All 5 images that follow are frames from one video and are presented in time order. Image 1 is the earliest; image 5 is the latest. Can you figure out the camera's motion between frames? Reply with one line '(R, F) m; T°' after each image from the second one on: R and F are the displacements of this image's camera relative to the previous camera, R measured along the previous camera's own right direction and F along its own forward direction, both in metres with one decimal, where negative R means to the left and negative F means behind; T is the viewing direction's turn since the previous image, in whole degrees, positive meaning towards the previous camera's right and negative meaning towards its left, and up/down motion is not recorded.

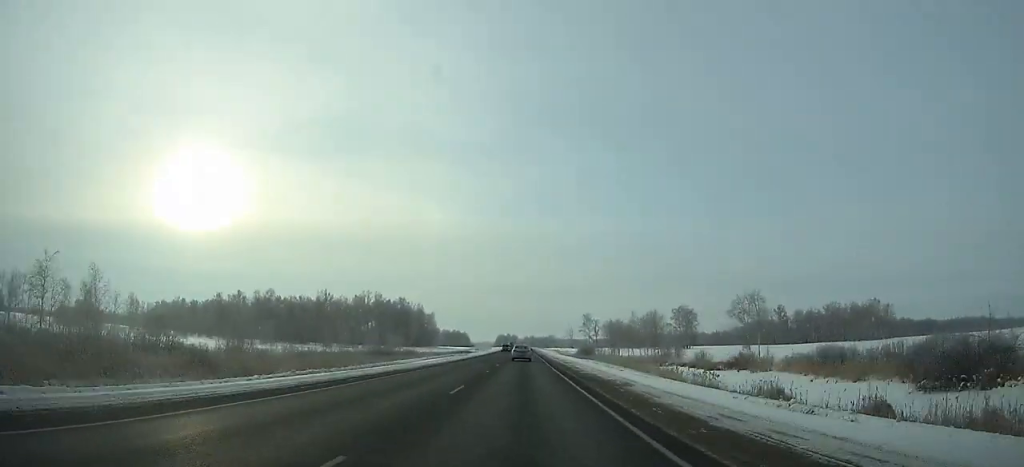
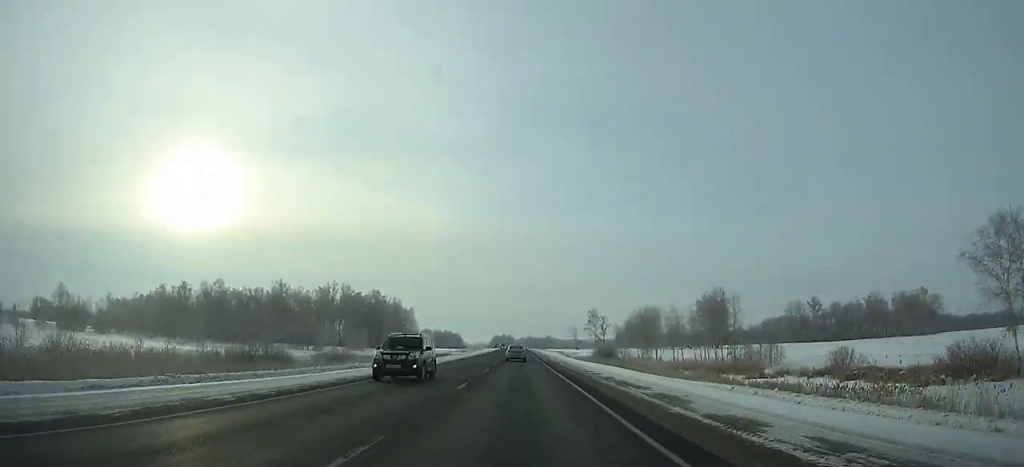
(0.0, +46.1) m; 0°
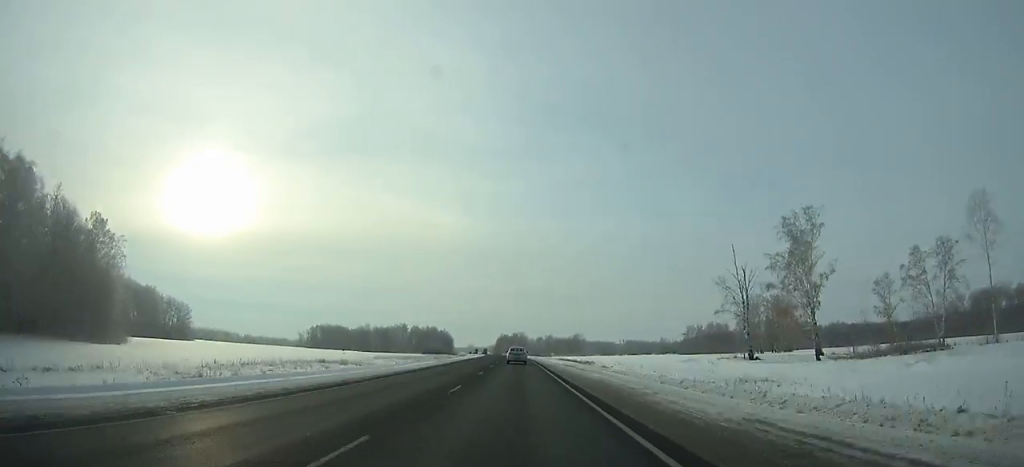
(-1.3, +218.0) m; -2°
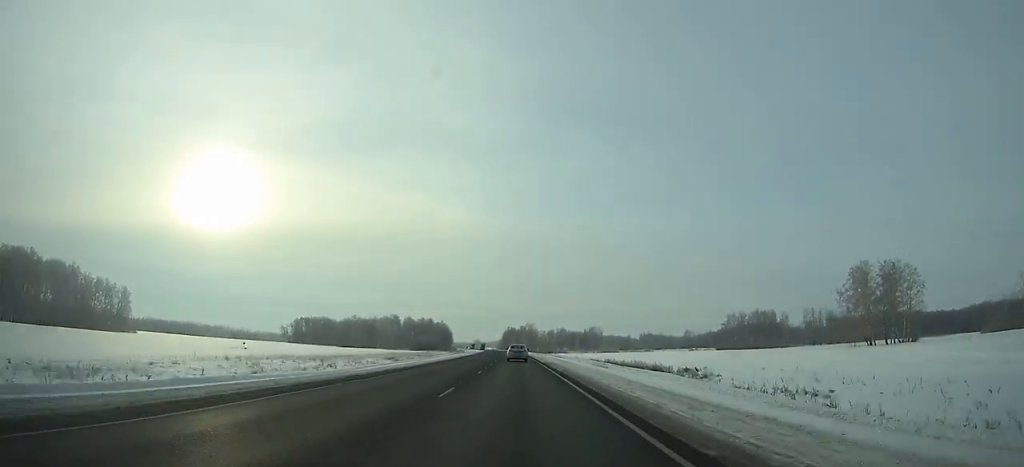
(-0.8, +63.3) m; -1°
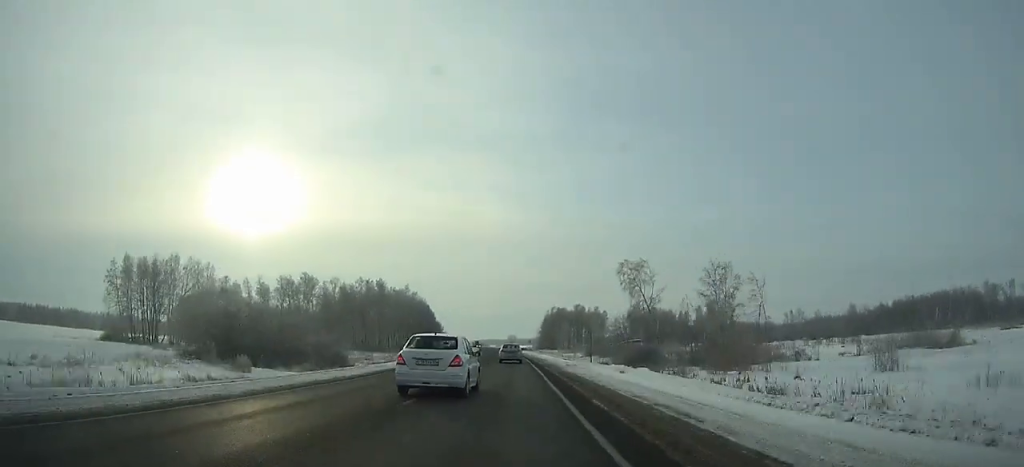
(-6.6, +225.6) m; -4°
